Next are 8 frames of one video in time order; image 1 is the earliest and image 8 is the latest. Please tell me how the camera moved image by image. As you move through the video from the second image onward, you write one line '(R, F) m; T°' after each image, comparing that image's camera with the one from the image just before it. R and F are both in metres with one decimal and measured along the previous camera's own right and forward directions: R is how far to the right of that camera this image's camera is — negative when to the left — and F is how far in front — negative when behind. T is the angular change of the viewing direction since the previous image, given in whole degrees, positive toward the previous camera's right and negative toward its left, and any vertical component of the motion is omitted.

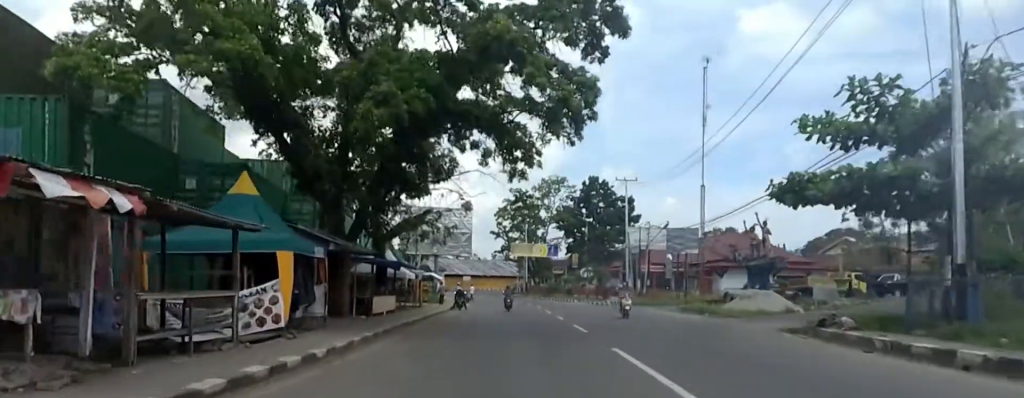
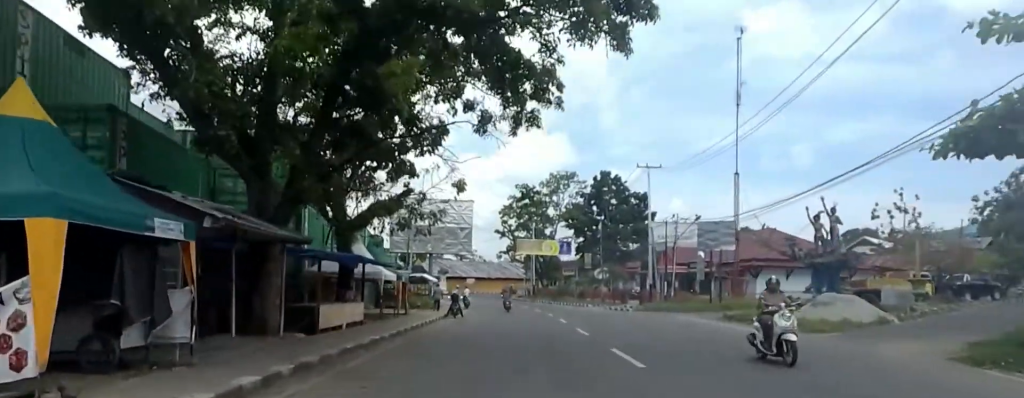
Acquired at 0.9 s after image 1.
(+0.4, +6.6) m; -1°
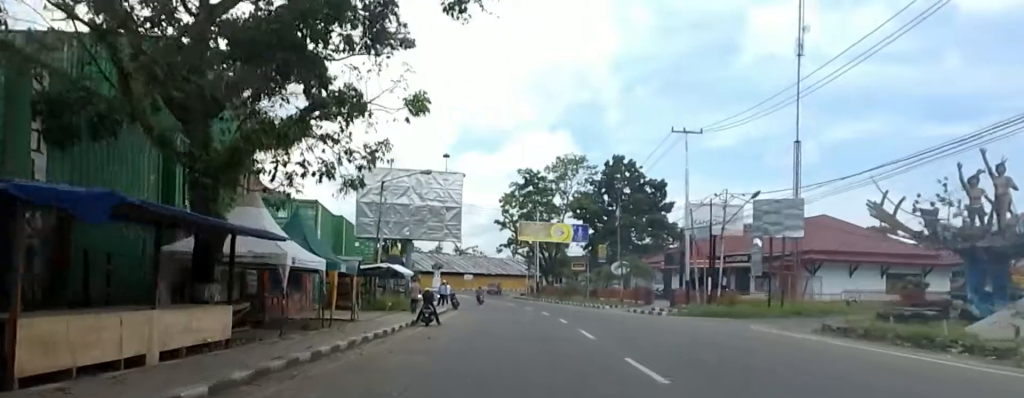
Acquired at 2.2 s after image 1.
(-0.9, +9.3) m; -6°
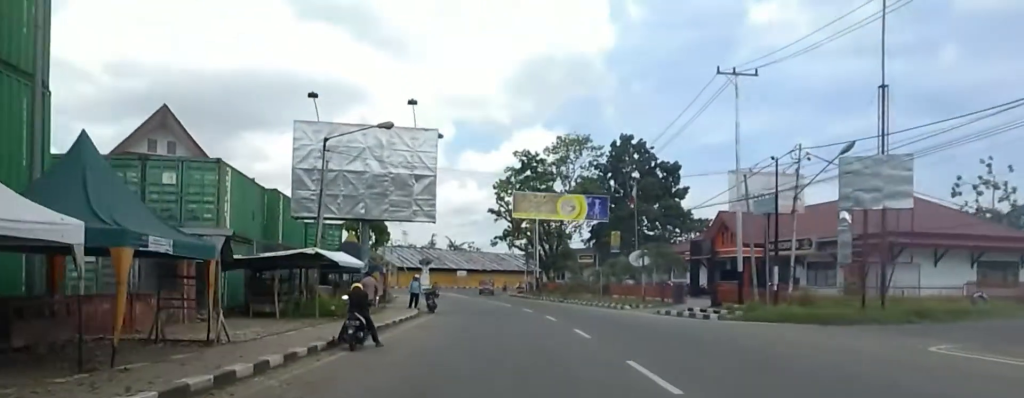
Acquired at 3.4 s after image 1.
(0.0, +9.4) m; 0°
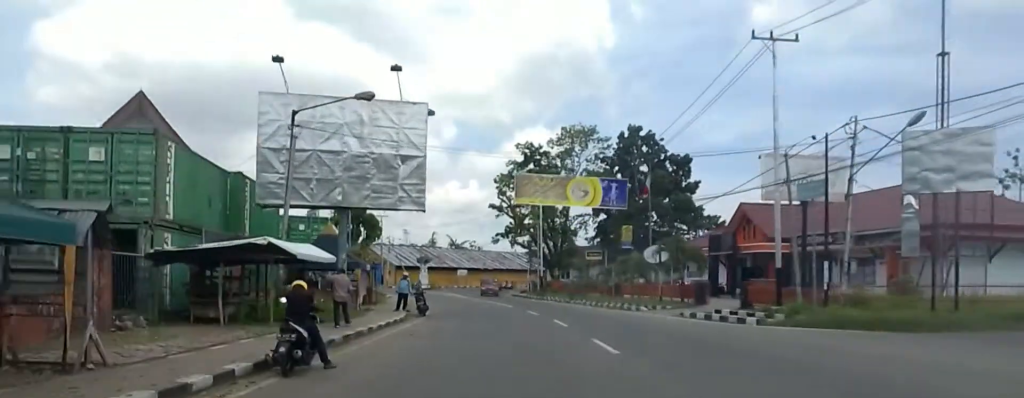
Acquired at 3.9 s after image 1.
(0.0, +3.9) m; 0°
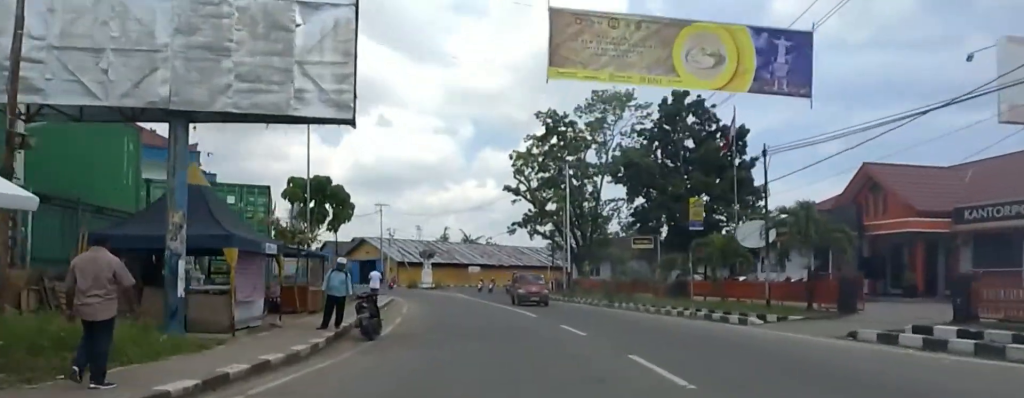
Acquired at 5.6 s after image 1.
(0.0, +12.1) m; 0°
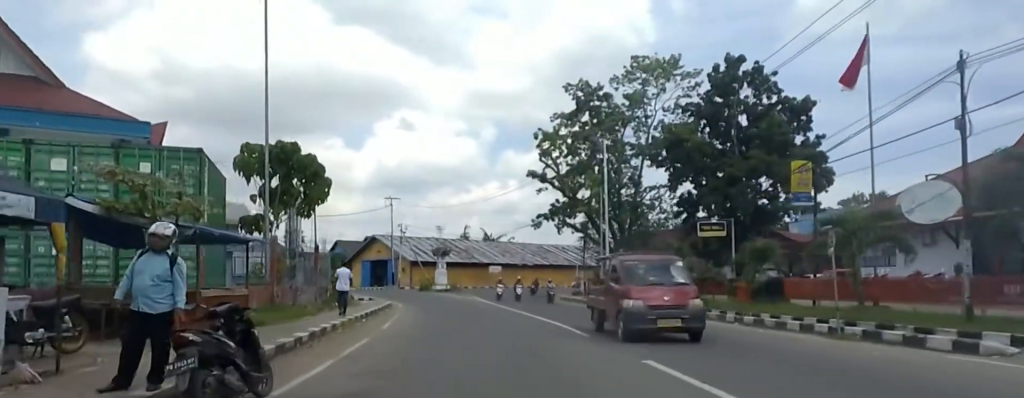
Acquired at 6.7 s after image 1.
(-0.2, +8.4) m; -8°
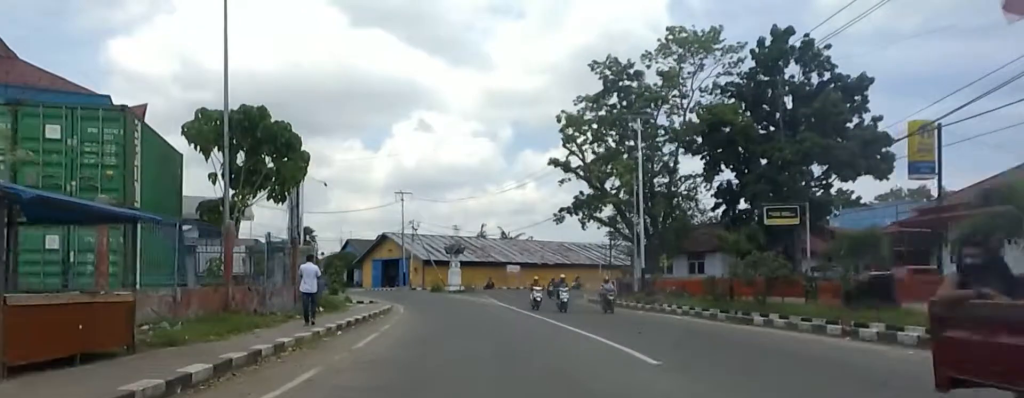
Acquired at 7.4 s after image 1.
(-0.7, +5.1) m; 0°
